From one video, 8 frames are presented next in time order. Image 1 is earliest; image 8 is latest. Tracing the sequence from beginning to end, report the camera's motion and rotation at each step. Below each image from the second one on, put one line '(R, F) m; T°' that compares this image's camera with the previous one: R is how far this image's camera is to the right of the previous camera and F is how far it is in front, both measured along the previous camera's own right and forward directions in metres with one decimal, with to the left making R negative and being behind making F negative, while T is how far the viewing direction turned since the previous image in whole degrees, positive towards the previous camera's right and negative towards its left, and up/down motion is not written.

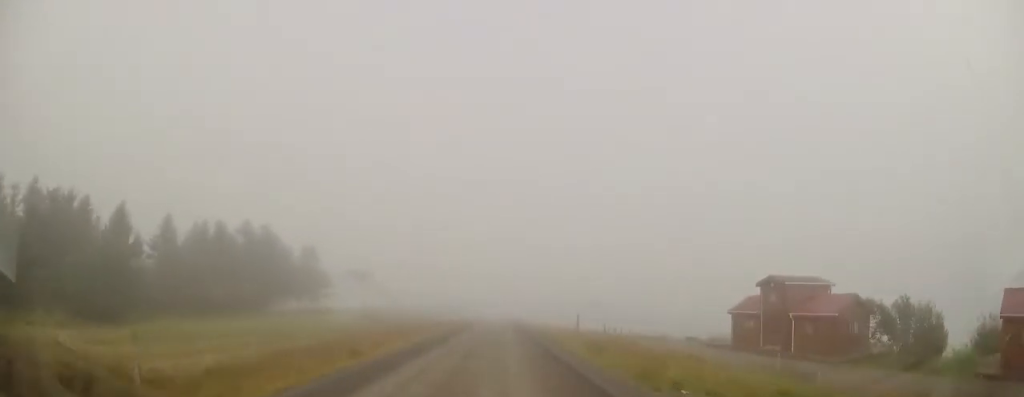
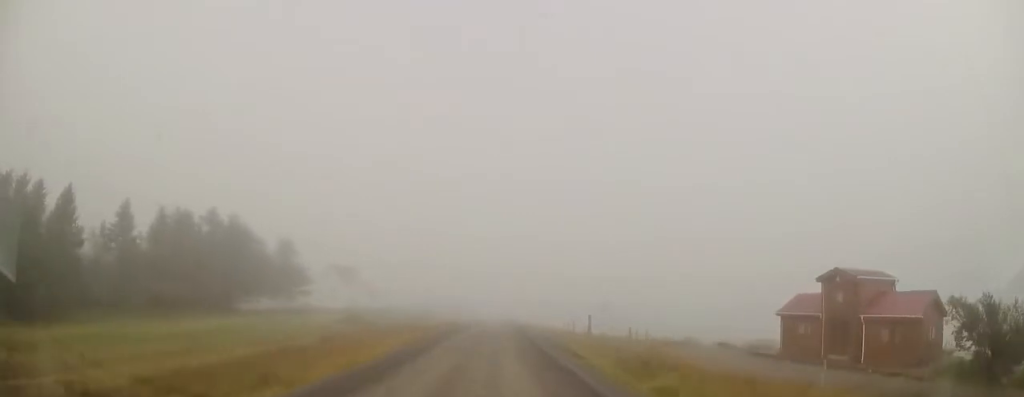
(+0.2, +6.1) m; +1°
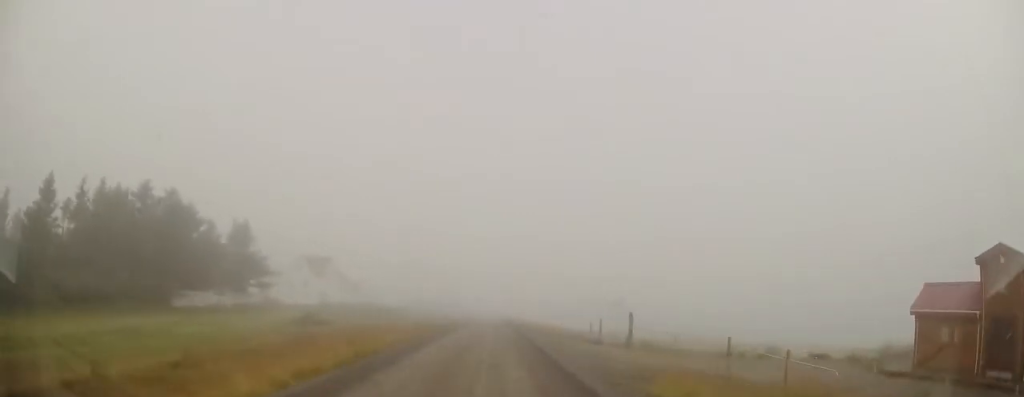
(+0.2, +10.2) m; +1°
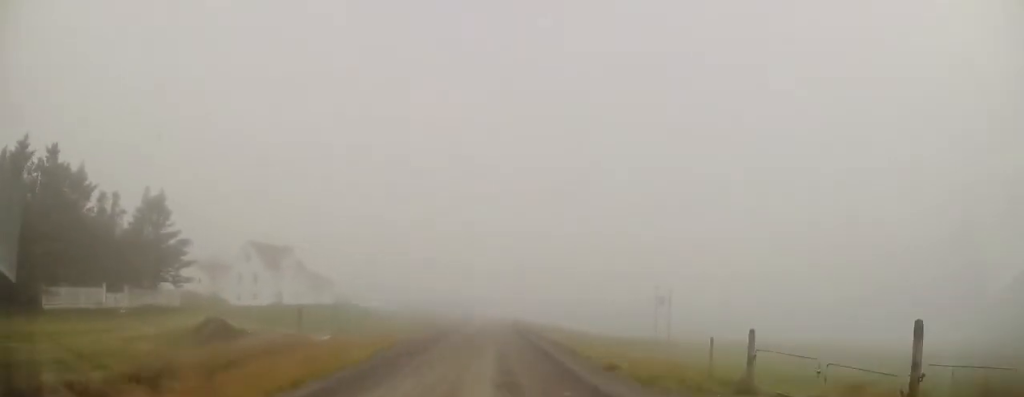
(-0.1, +15.7) m; -1°
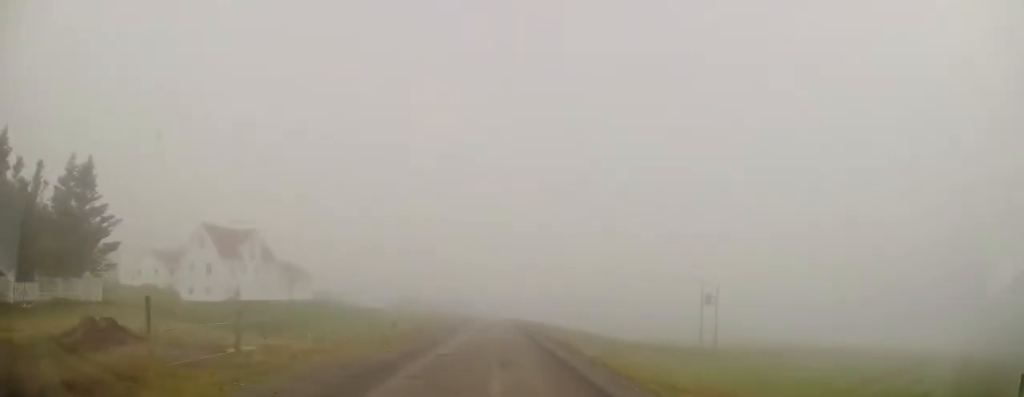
(0.0, +10.0) m; -1°
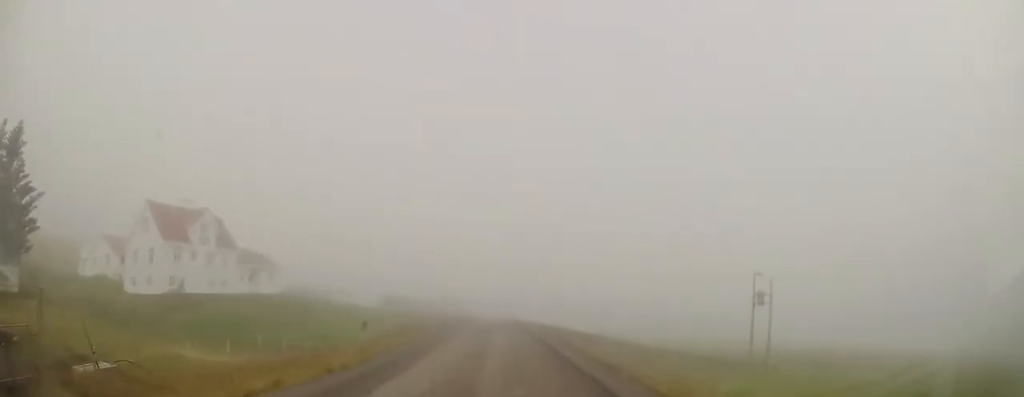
(-0.1, +8.4) m; -1°
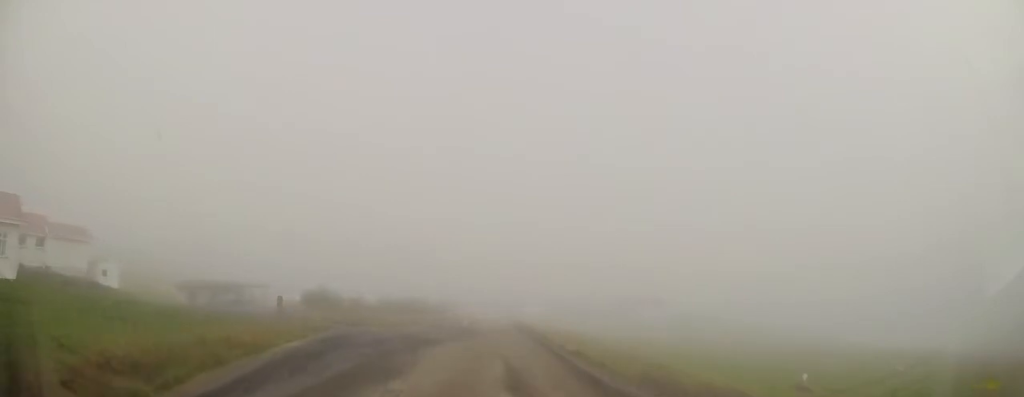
(-0.1, +33.3) m; +1°
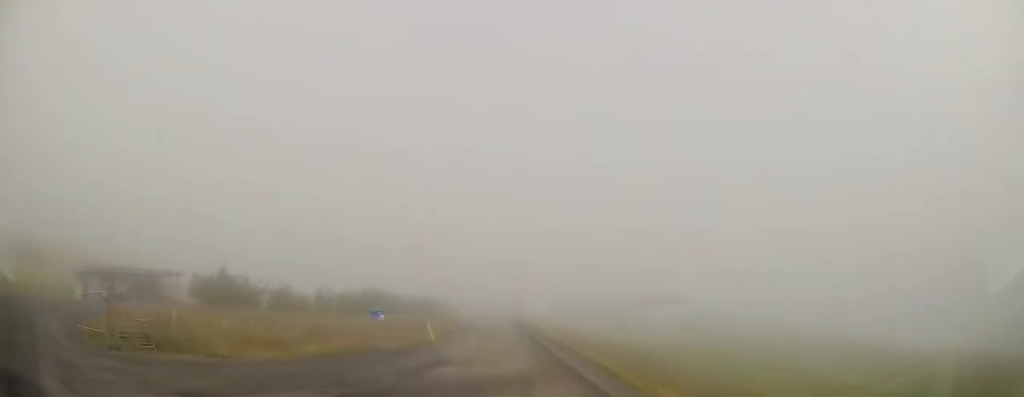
(+0.1, +18.8) m; 0°
